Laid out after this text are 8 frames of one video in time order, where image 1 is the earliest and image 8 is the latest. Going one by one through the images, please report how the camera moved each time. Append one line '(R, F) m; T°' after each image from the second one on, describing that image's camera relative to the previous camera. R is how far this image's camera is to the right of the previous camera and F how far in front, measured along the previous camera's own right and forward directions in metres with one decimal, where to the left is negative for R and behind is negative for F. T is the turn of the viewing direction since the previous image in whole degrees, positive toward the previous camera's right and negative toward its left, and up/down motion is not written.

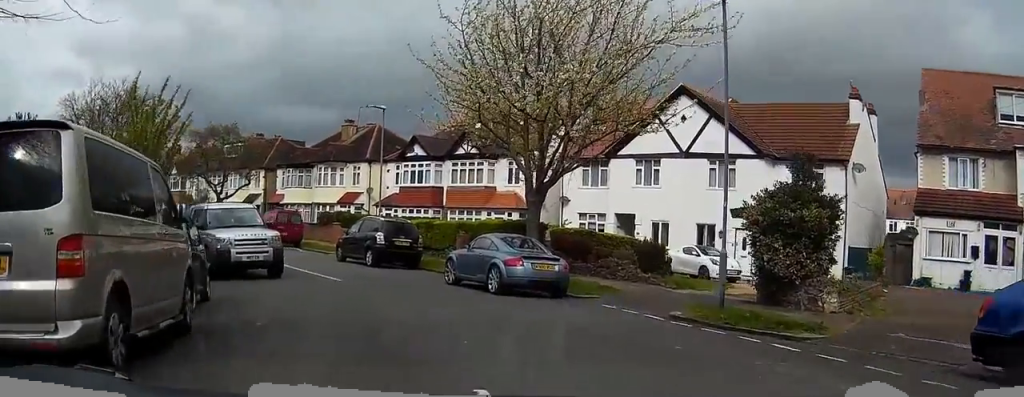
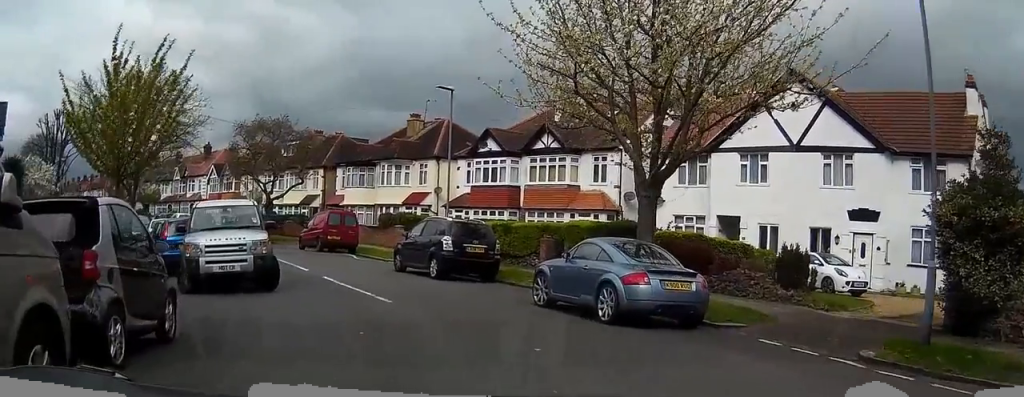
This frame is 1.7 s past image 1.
(0.0, +5.9) m; -2°
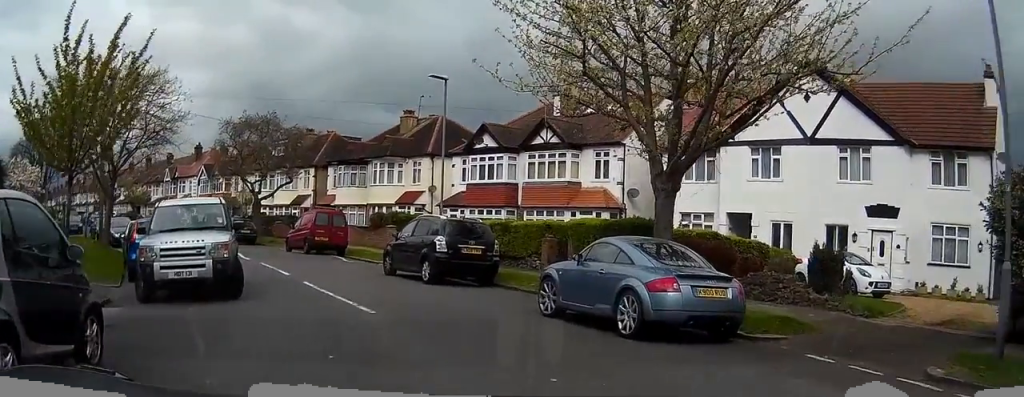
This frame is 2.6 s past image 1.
(-0.1, +2.1) m; -5°
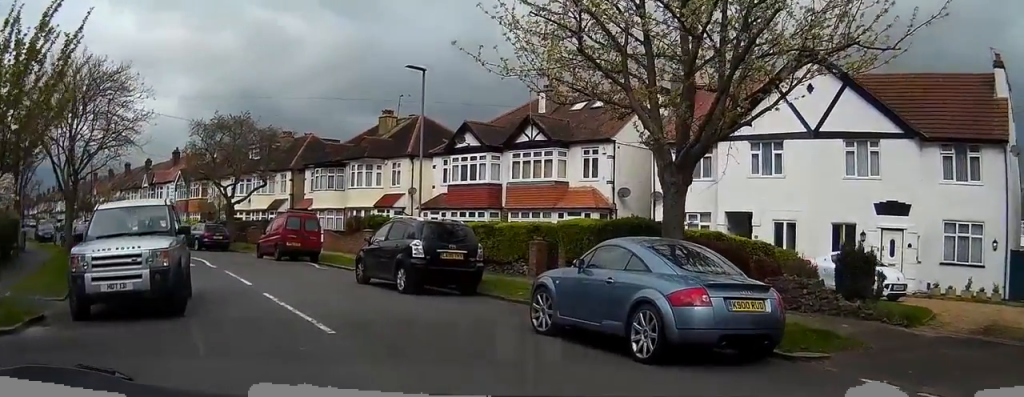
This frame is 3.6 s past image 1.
(-0.1, +1.8) m; -9°
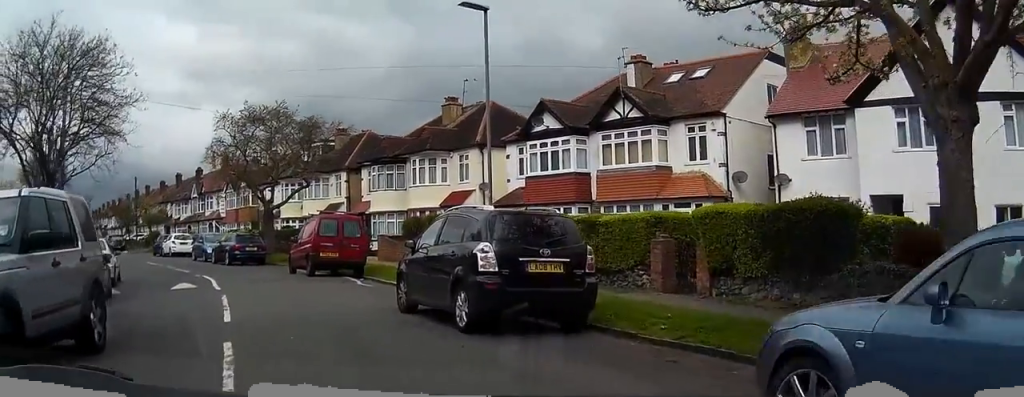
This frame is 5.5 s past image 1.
(-0.7, +6.0) m; -12°
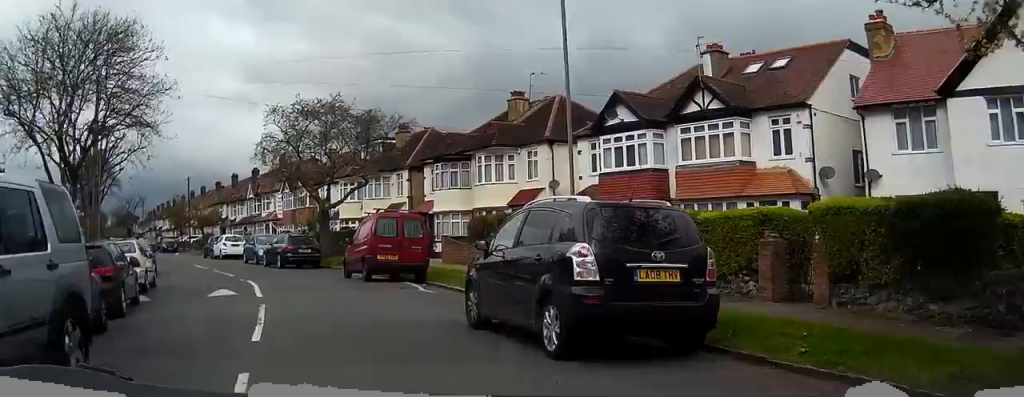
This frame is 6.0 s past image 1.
(-0.1, +2.1) m; -3°
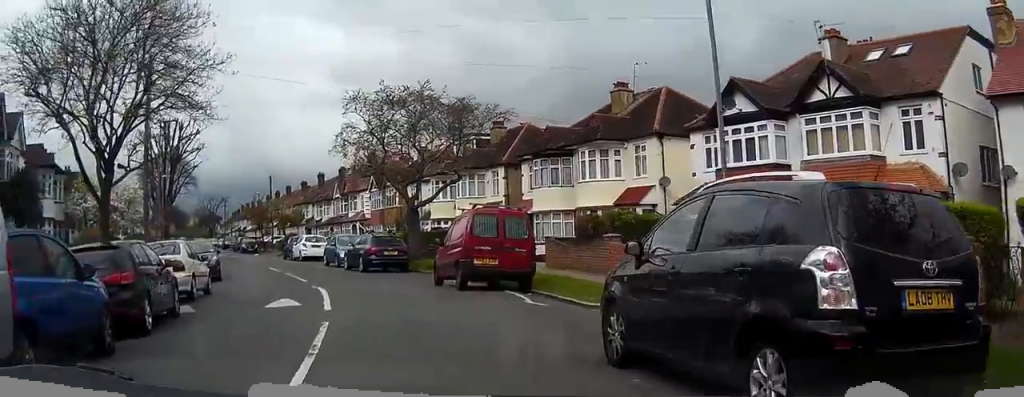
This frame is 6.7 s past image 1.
(-0.1, +2.9) m; -3°
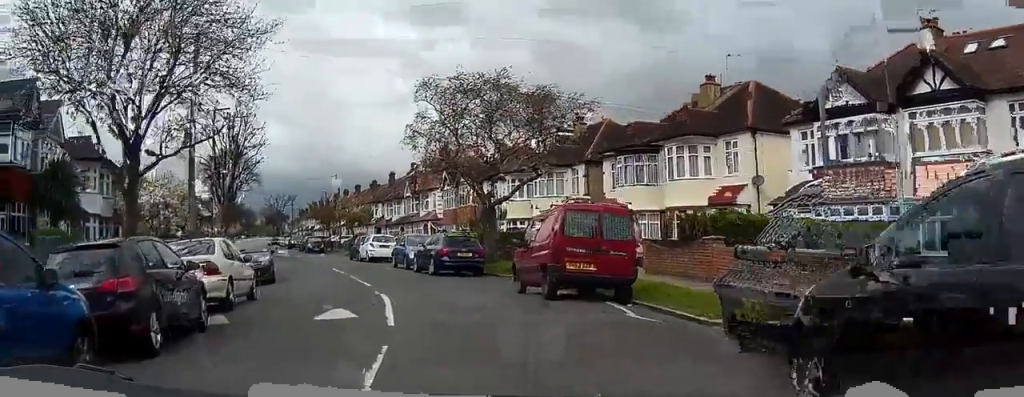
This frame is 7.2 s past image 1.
(0.0, +2.5) m; -2°
